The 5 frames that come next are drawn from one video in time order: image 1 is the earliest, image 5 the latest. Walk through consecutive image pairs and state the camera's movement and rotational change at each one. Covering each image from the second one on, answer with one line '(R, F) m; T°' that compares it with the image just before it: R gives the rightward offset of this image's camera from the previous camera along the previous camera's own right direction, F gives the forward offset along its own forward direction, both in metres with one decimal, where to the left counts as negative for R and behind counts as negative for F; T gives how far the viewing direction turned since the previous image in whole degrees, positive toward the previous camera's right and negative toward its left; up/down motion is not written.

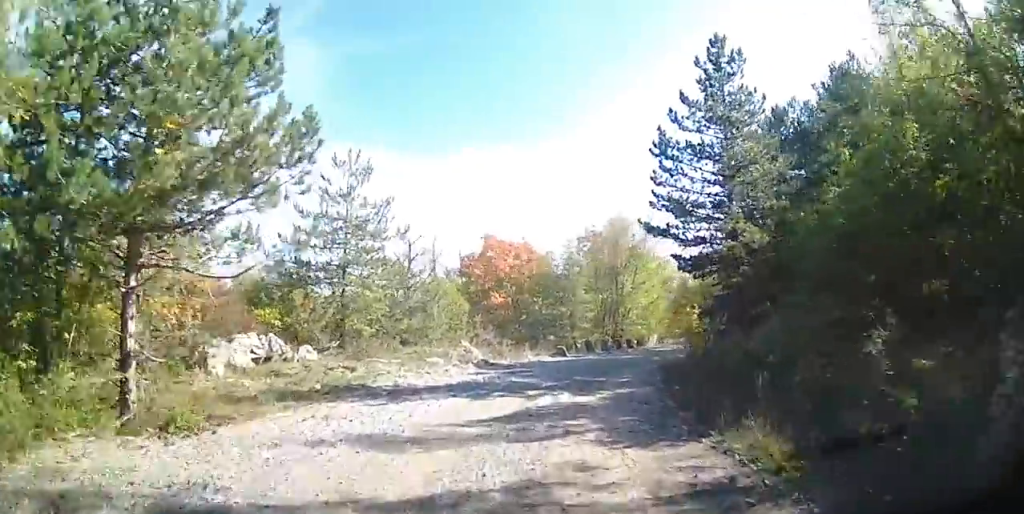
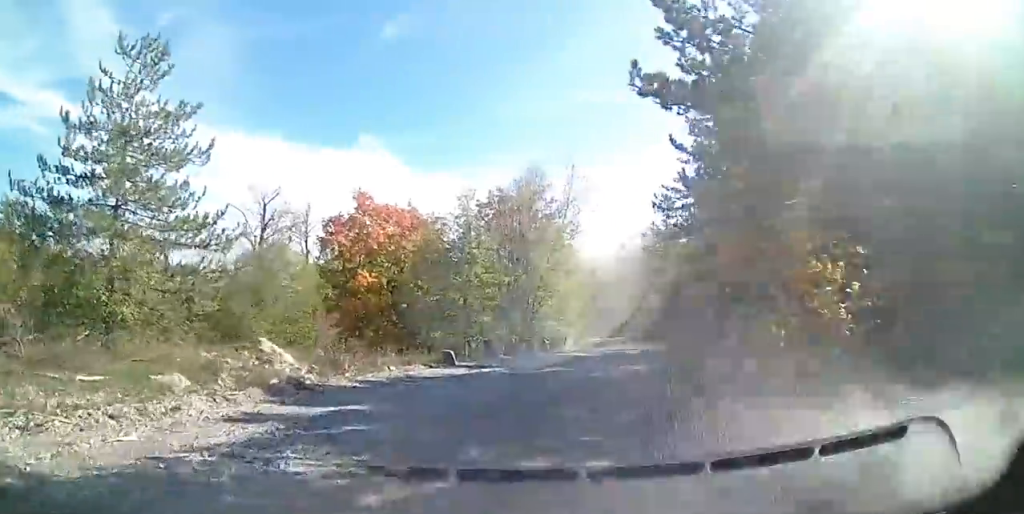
(+0.1, +9.0) m; +5°
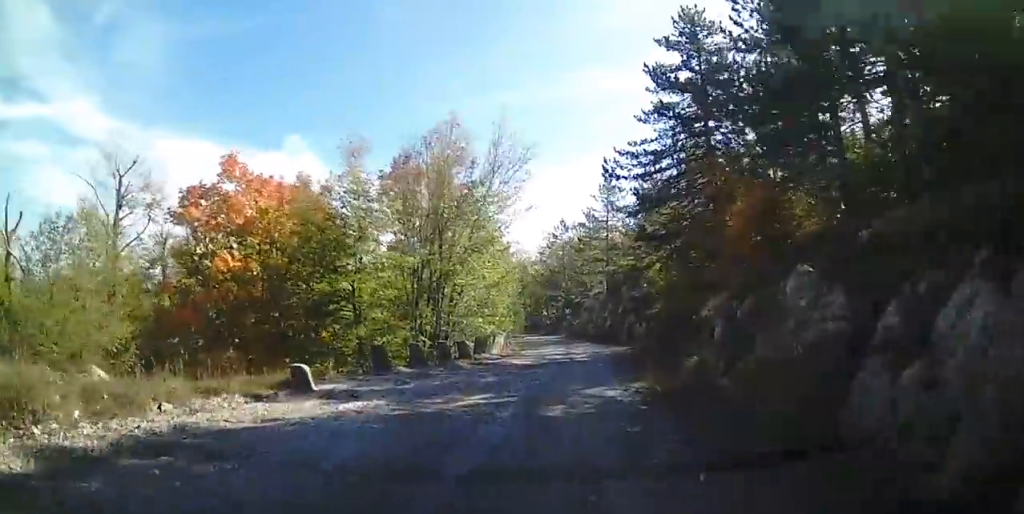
(+0.3, +6.5) m; +13°
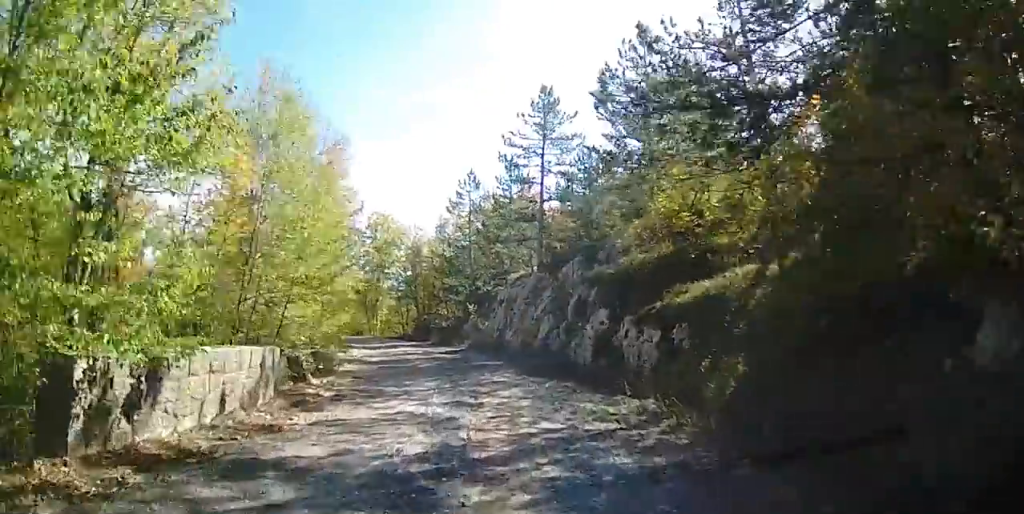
(+1.9, +17.9) m; +4°
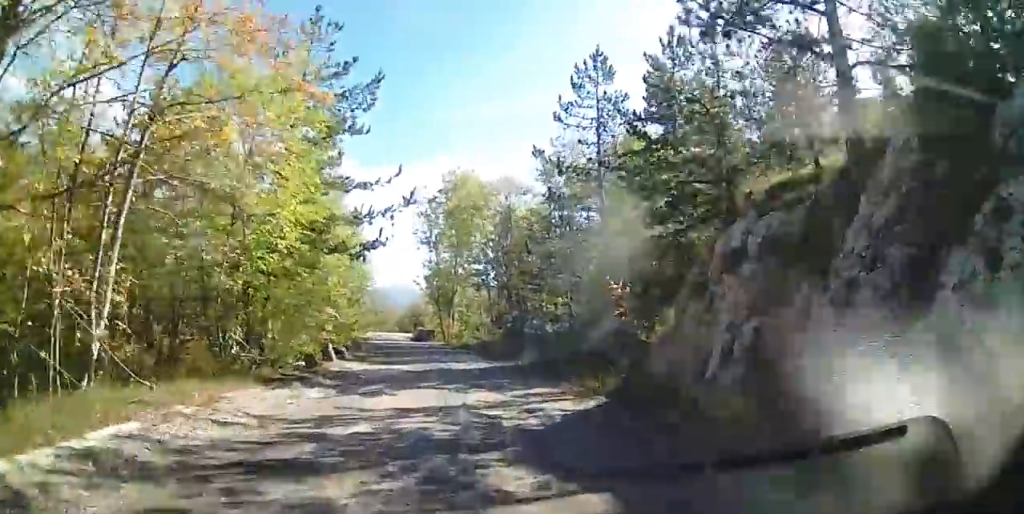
(-0.1, +17.8) m; -3°
